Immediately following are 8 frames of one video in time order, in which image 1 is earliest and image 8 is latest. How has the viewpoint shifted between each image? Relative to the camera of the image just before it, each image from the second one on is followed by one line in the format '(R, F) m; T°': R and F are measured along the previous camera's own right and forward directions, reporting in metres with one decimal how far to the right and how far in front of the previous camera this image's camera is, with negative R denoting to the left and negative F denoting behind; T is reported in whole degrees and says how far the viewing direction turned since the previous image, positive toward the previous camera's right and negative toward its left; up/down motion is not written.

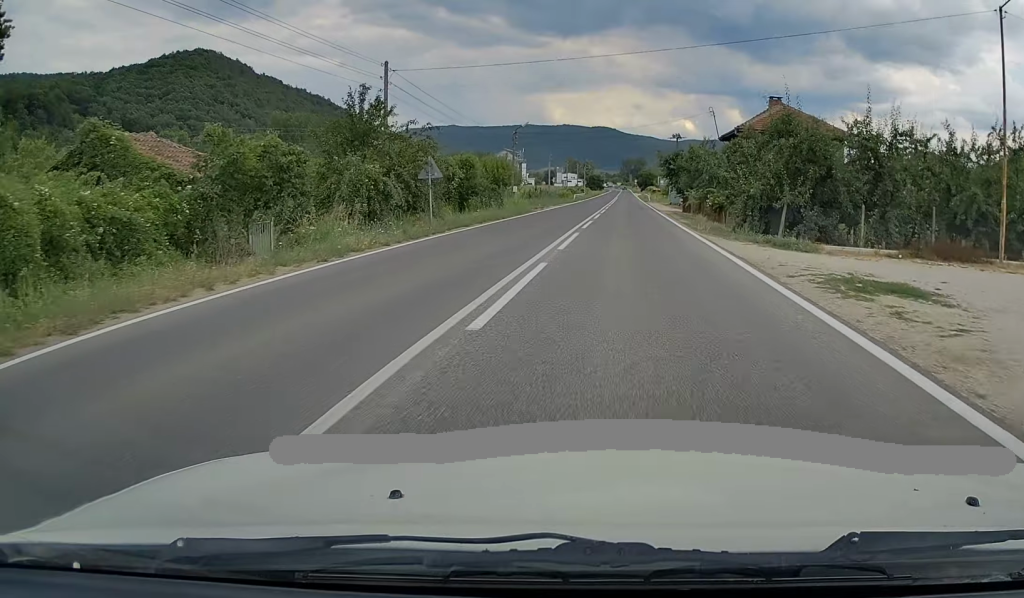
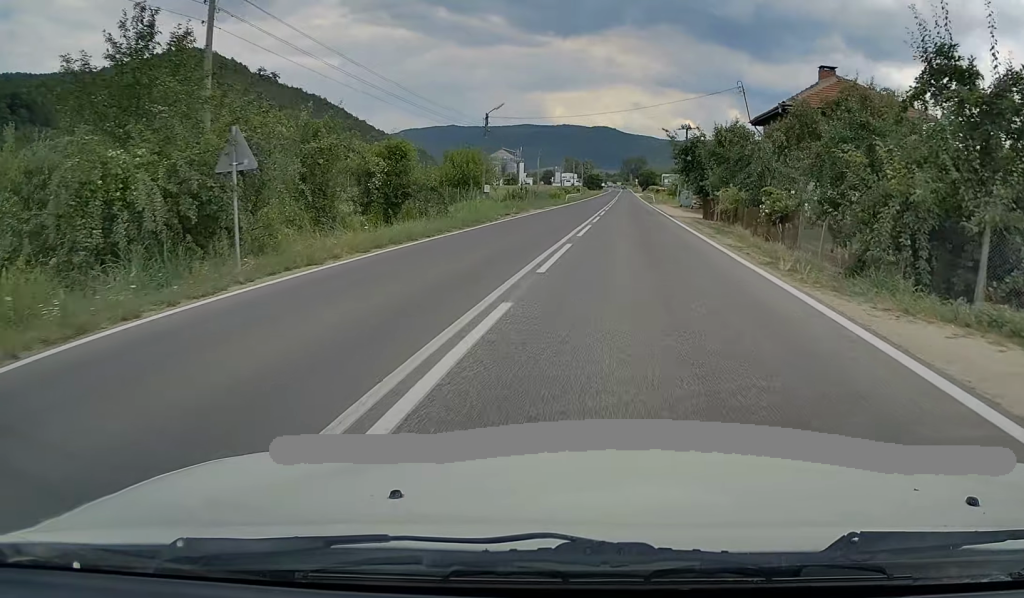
(0.0, +13.5) m; 0°
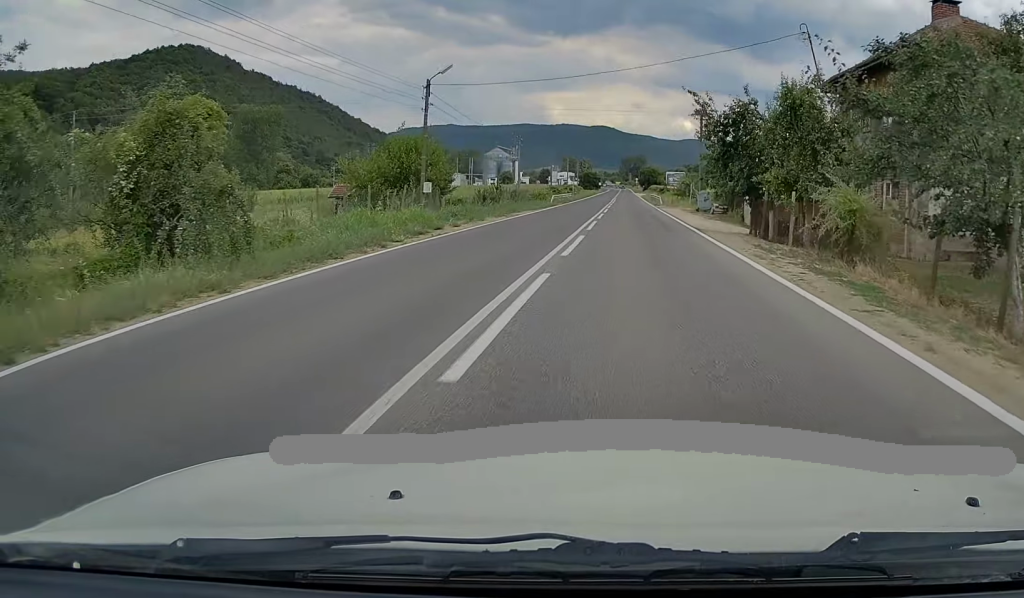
(-0.1, +15.3) m; 0°
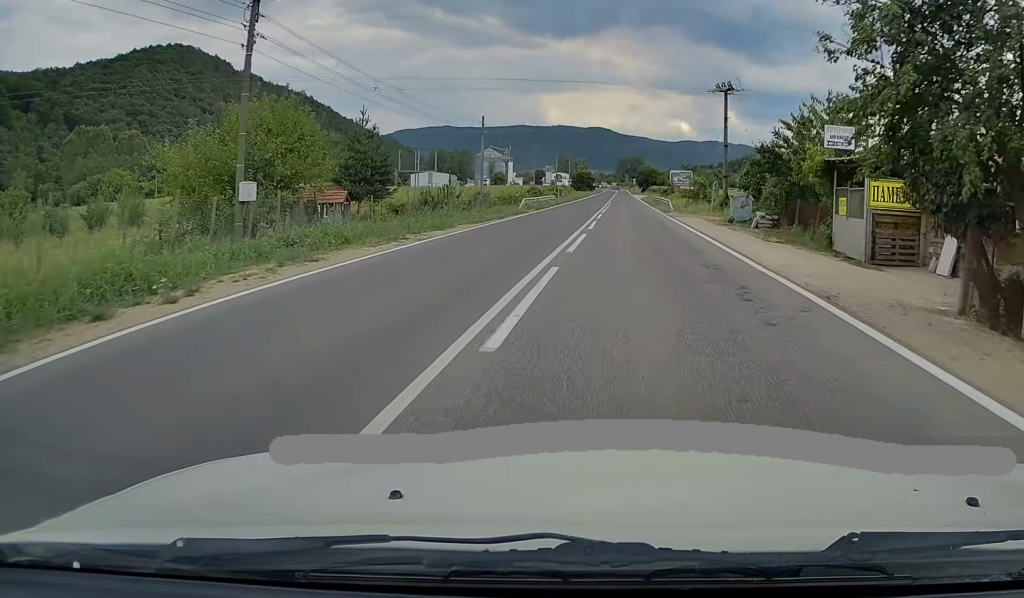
(0.0, +17.0) m; 0°
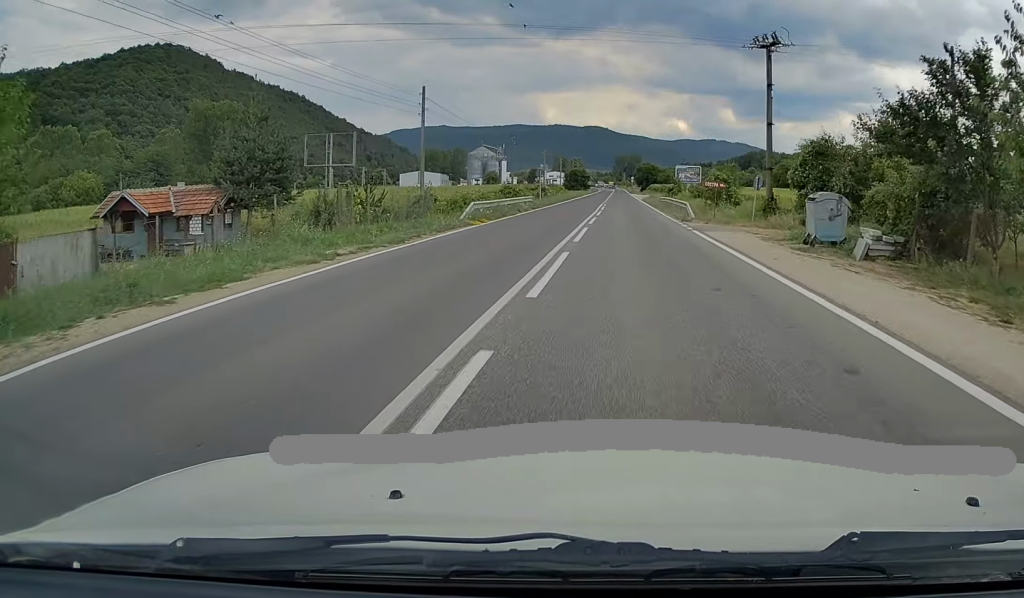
(+0.1, +15.2) m; 0°
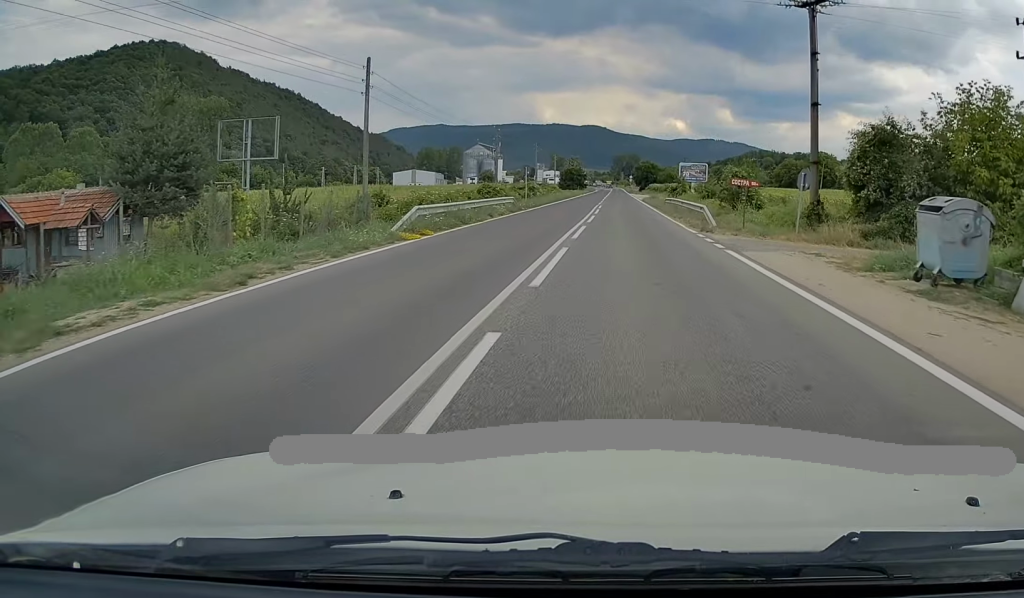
(0.0, +8.1) m; 0°
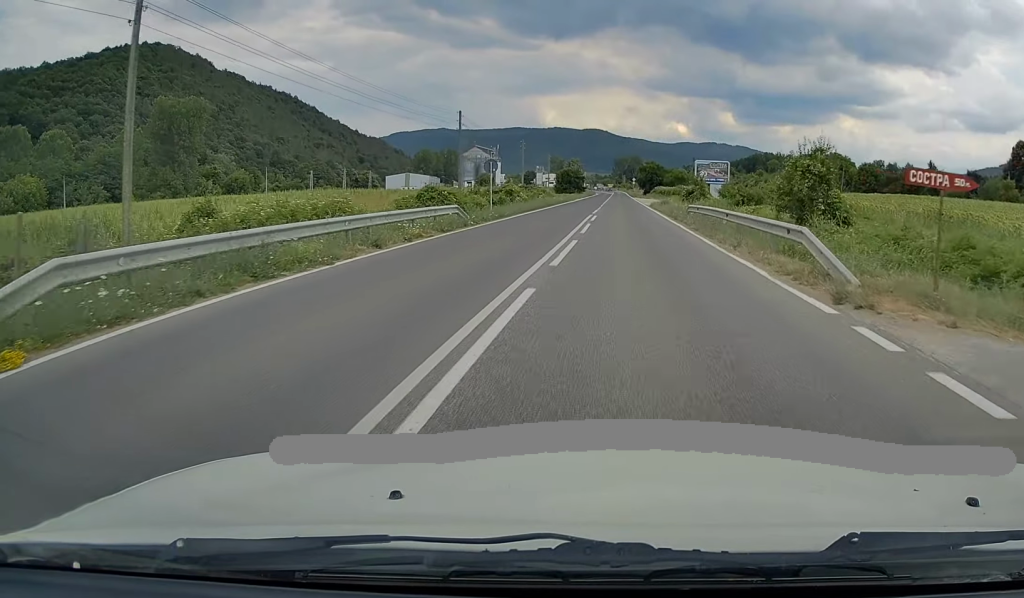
(0.0, +15.1) m; 0°
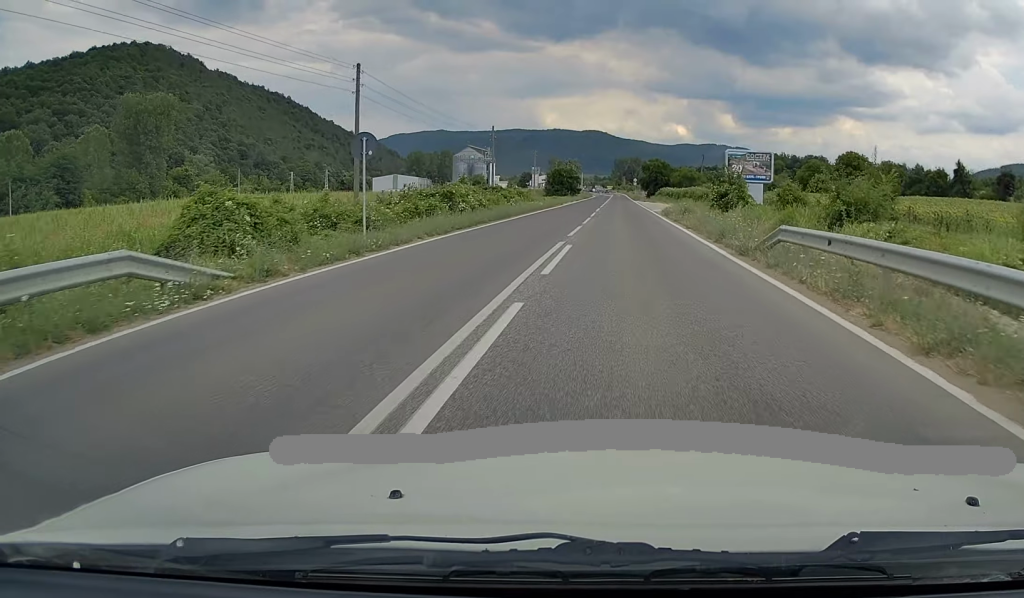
(+0.1, +19.1) m; 0°
